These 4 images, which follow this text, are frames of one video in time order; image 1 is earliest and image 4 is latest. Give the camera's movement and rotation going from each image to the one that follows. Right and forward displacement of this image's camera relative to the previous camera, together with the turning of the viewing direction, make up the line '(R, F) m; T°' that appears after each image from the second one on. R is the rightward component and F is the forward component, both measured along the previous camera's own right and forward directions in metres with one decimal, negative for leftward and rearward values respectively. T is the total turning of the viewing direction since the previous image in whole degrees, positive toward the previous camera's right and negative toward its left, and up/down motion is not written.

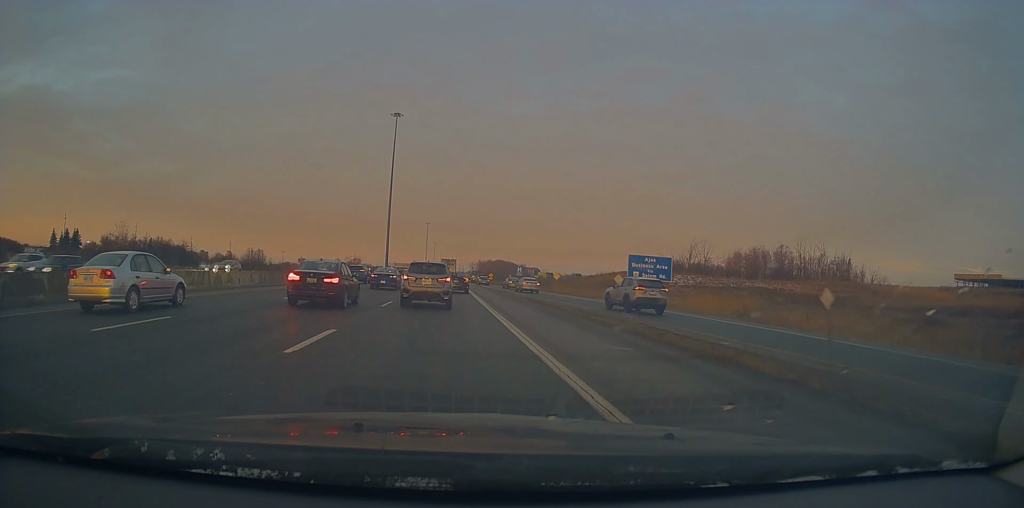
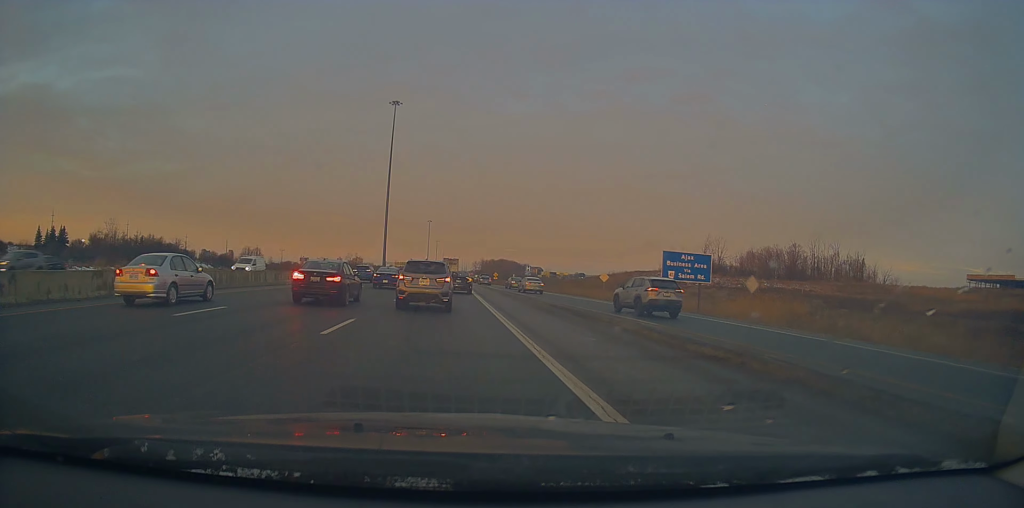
(0.0, +8.7) m; 0°
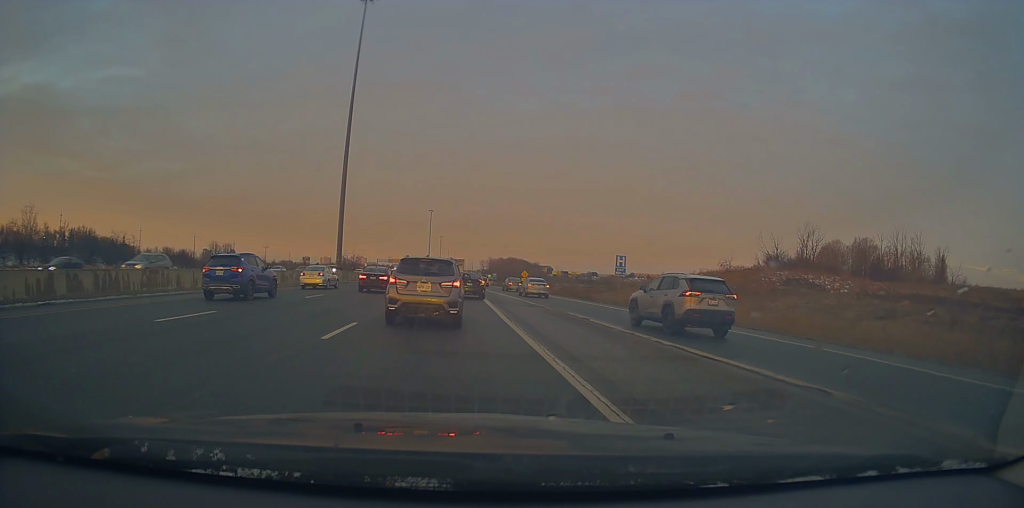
(-0.4, +50.7) m; -1°
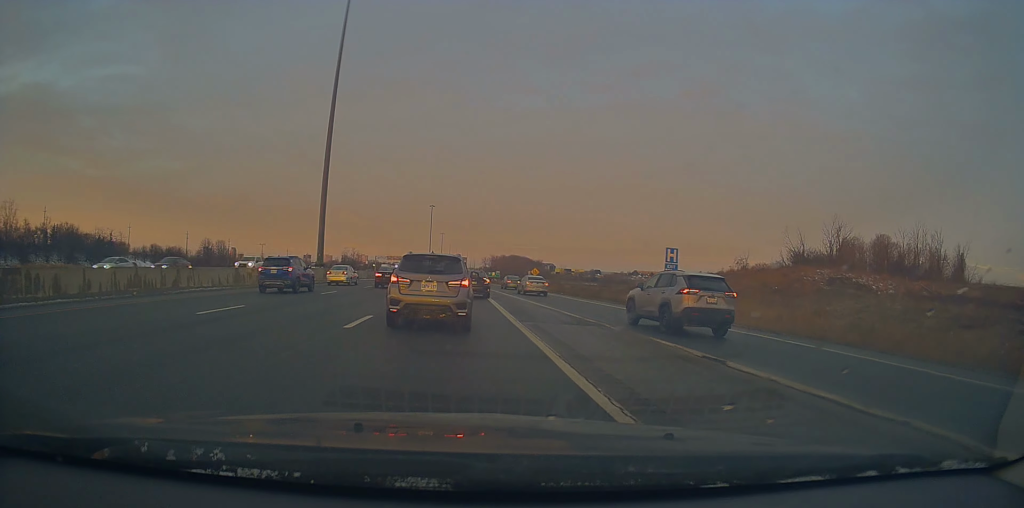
(+0.3, +9.8) m; -2°
